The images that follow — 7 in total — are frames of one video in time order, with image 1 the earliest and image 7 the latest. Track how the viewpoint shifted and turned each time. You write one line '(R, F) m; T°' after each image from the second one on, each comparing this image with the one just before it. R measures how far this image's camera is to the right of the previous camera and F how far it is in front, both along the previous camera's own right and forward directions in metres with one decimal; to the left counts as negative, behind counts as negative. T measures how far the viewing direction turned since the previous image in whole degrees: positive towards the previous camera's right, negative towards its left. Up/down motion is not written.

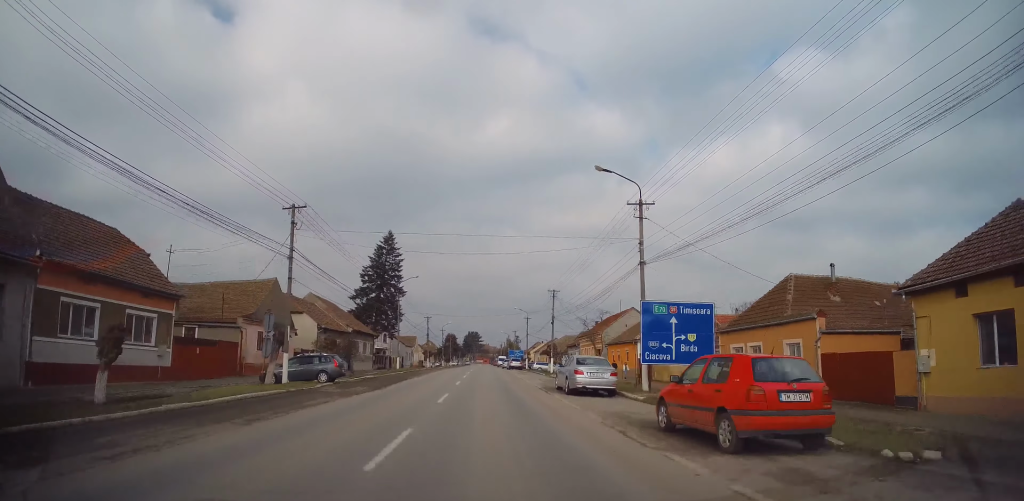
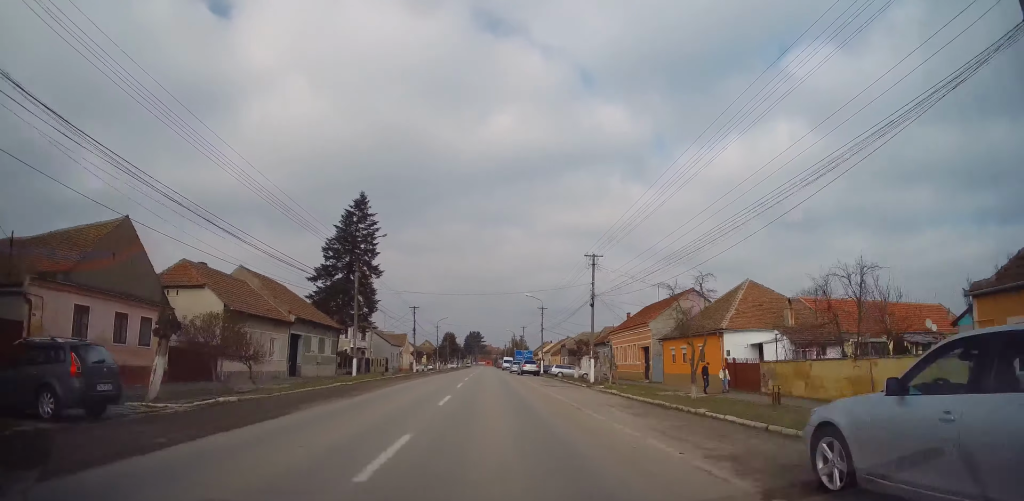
(0.0, +18.4) m; 0°
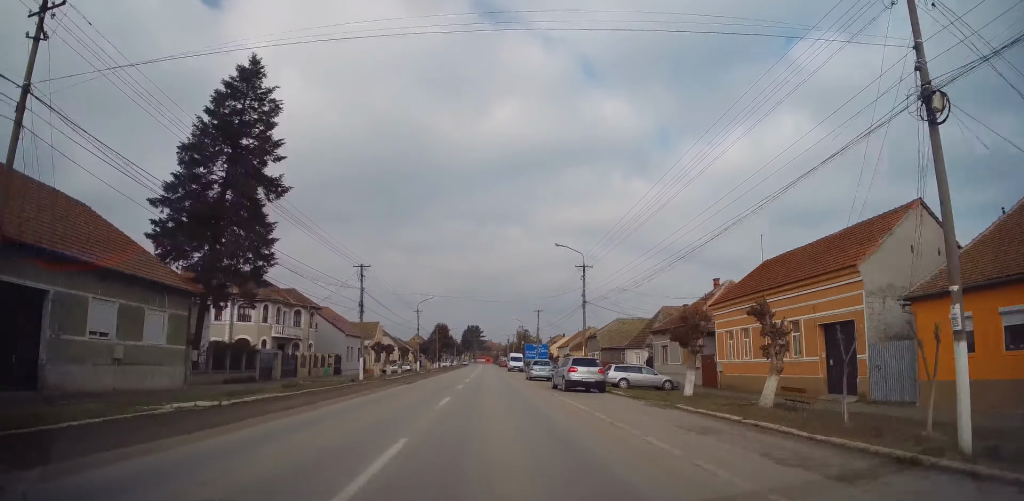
(0.0, +26.8) m; 0°
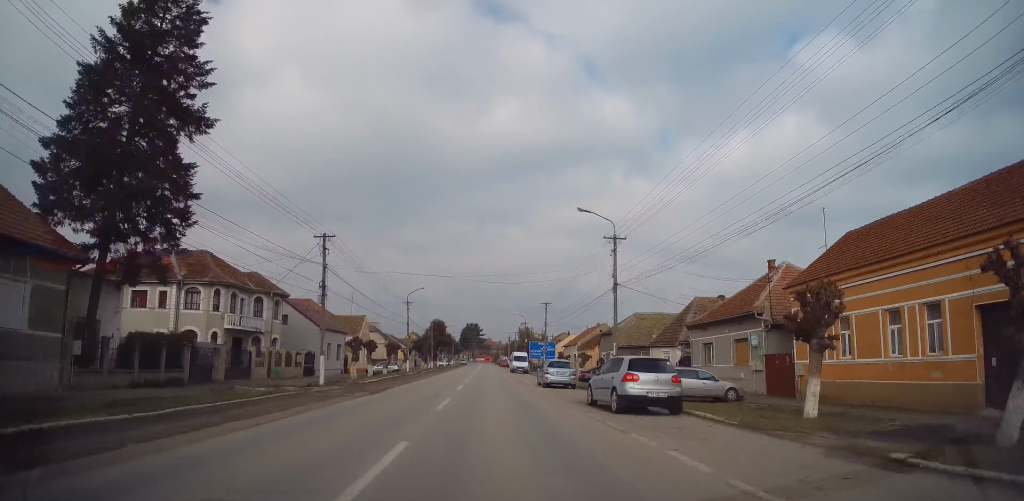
(+0.3, +8.6) m; 0°
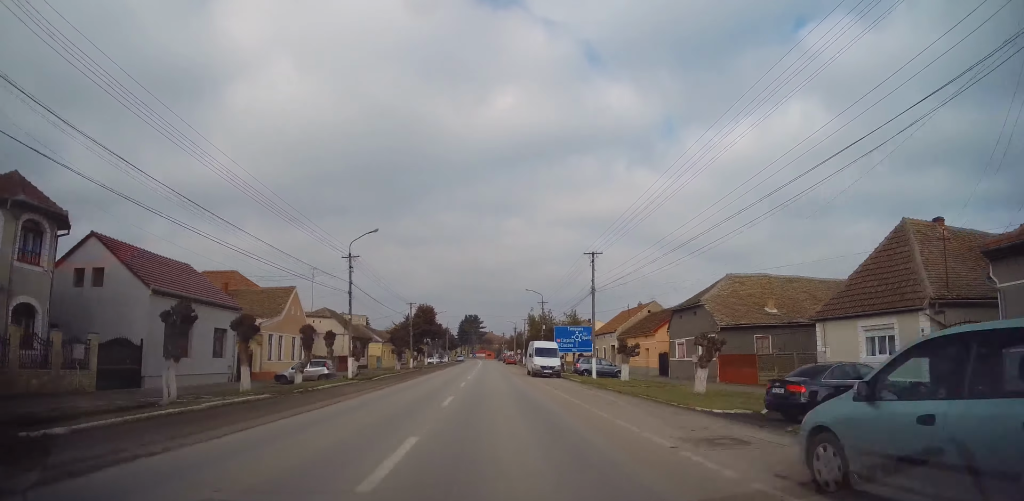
(0.0, +25.8) m; +1°
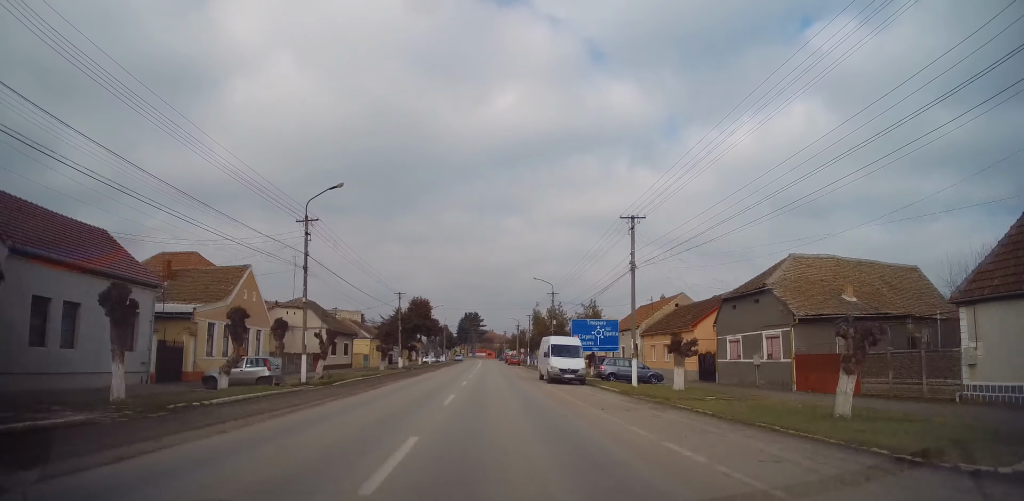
(-0.1, +8.9) m; 0°
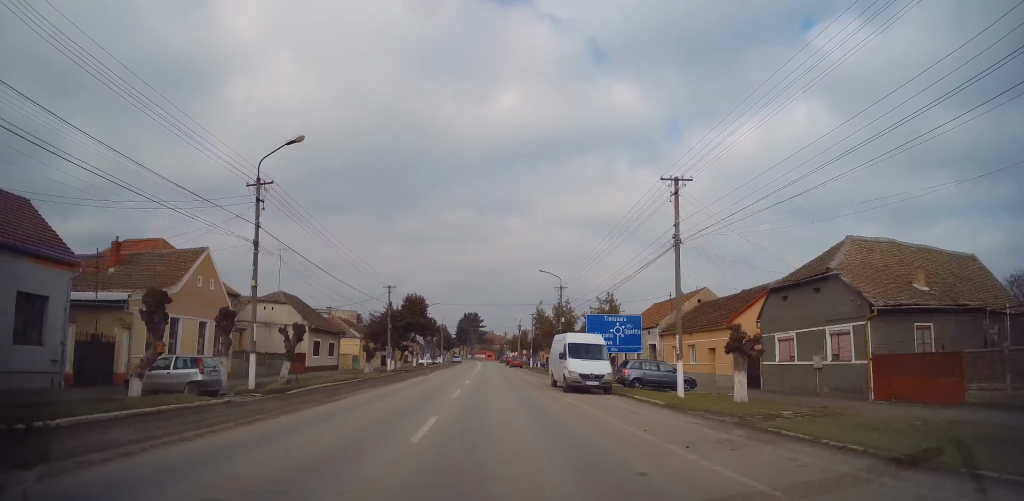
(-0.1, +5.8) m; 0°
